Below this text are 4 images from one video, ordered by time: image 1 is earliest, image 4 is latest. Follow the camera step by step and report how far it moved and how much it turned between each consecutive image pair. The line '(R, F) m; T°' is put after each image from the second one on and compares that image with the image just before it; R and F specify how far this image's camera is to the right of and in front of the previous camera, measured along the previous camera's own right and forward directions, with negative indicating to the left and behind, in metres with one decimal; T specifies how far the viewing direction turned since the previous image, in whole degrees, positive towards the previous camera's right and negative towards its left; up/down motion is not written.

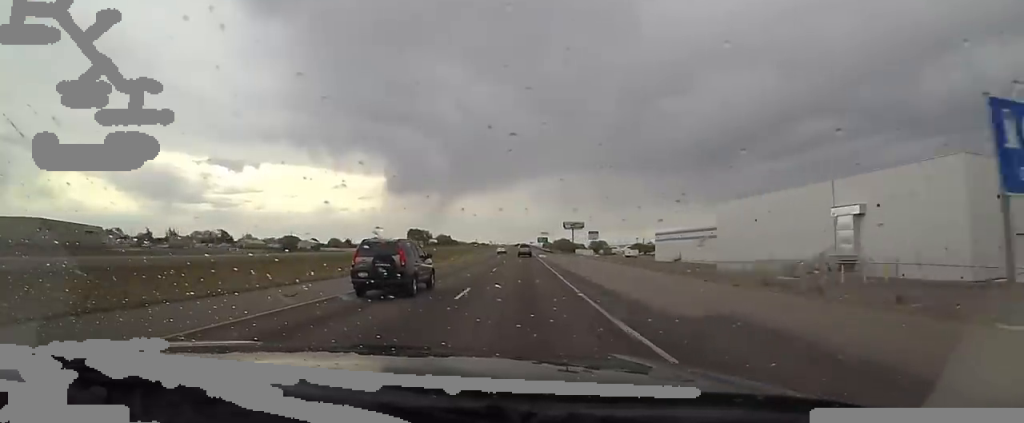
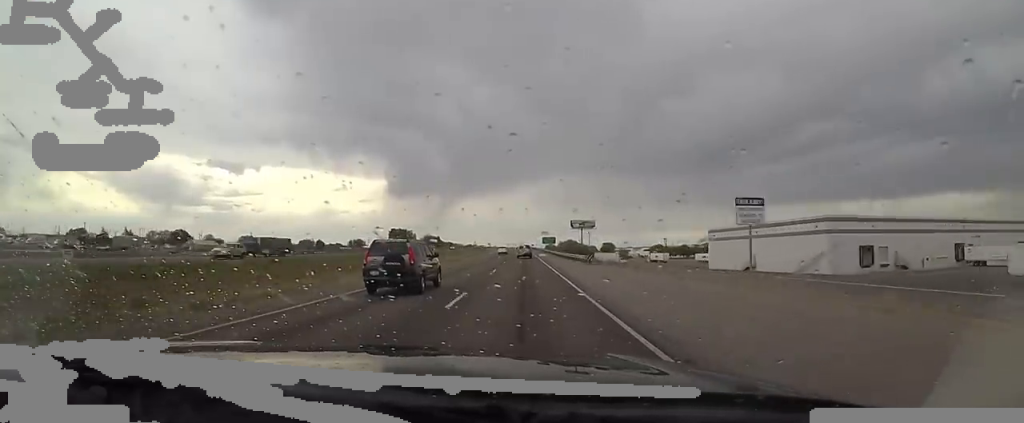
(0.0, +47.2) m; 0°
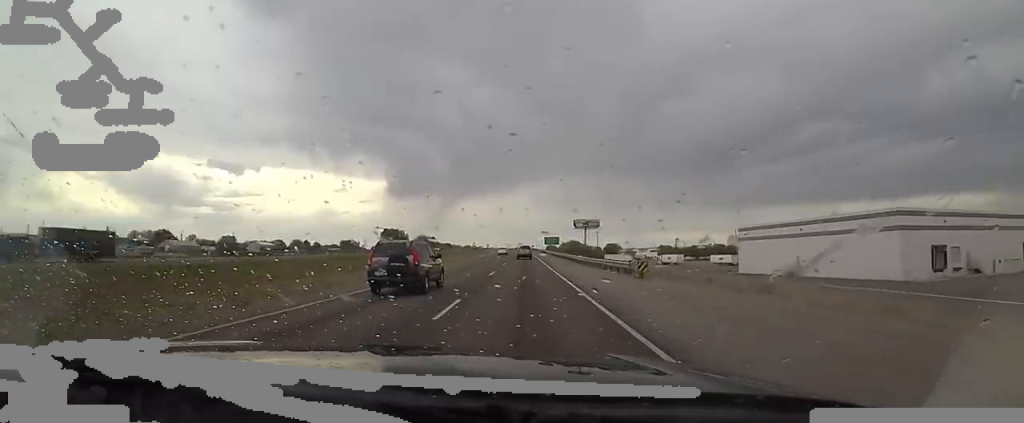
(0.0, +16.8) m; +1°
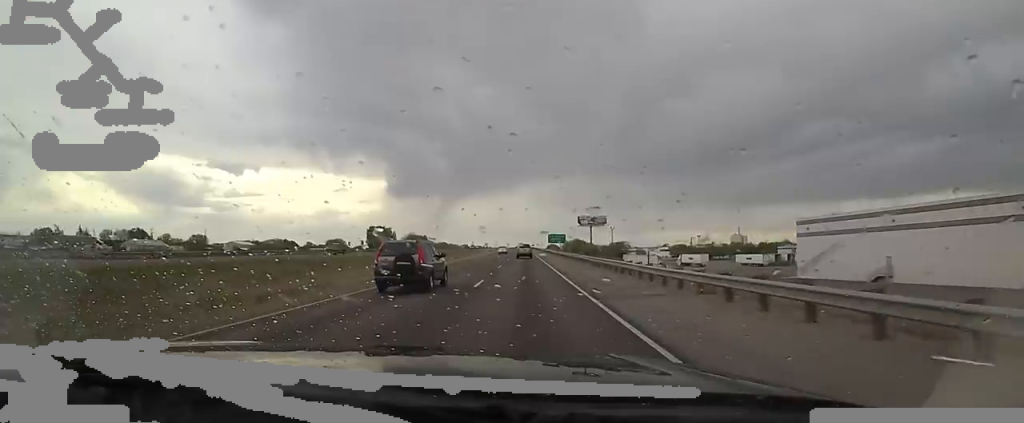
(-0.1, +23.1) m; +2°
